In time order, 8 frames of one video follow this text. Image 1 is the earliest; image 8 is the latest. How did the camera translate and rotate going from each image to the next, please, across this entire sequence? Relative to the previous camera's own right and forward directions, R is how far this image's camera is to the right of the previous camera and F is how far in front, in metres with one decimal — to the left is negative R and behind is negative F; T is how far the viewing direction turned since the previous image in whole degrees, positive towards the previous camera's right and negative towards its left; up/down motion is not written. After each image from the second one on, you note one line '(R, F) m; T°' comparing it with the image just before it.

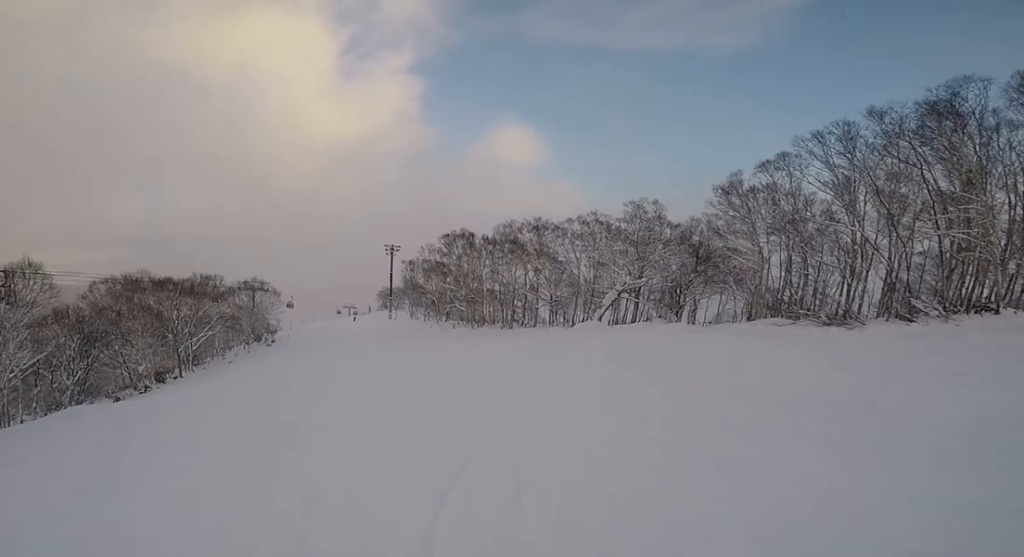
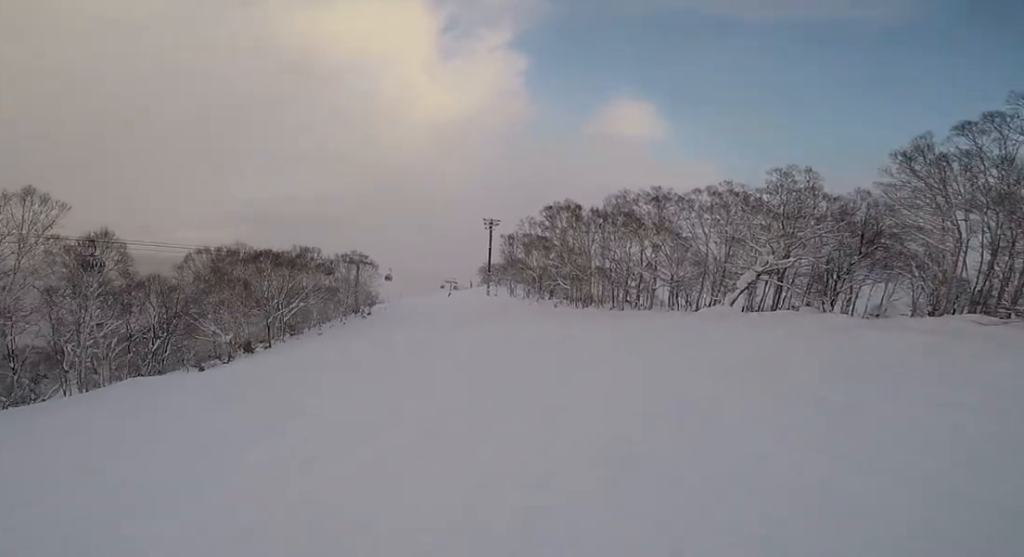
(-0.5, +3.3) m; -11°
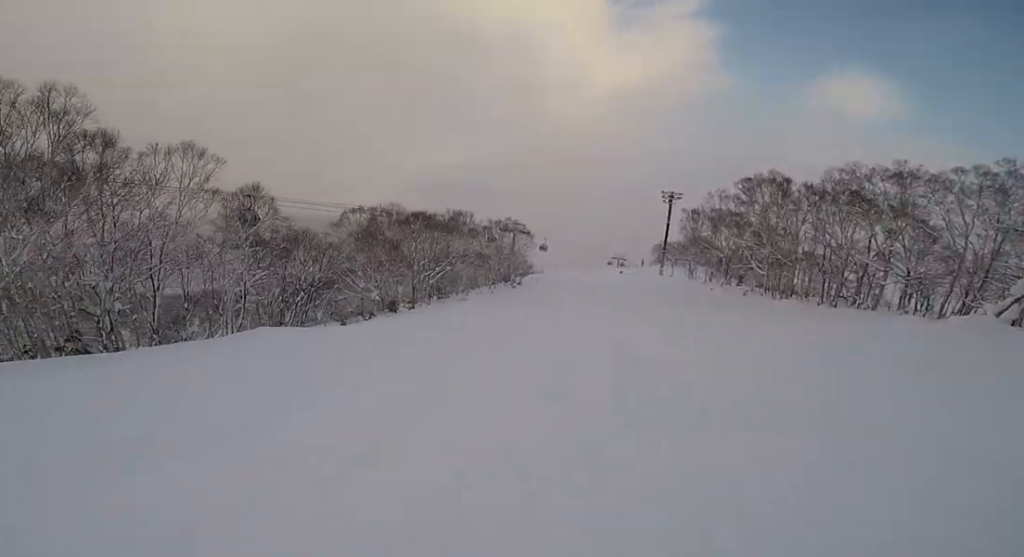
(-0.2, +2.6) m; -9°
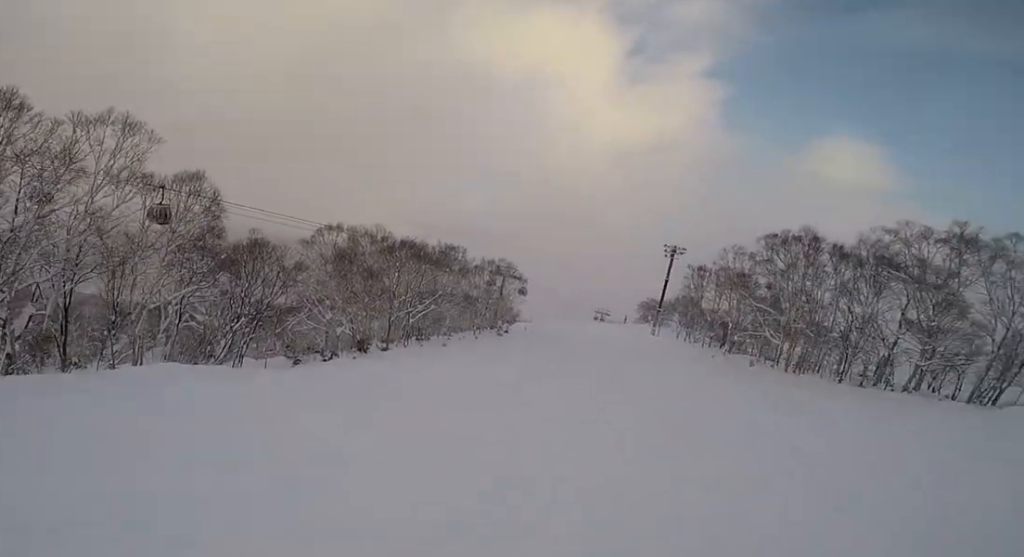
(-0.3, +6.5) m; +2°
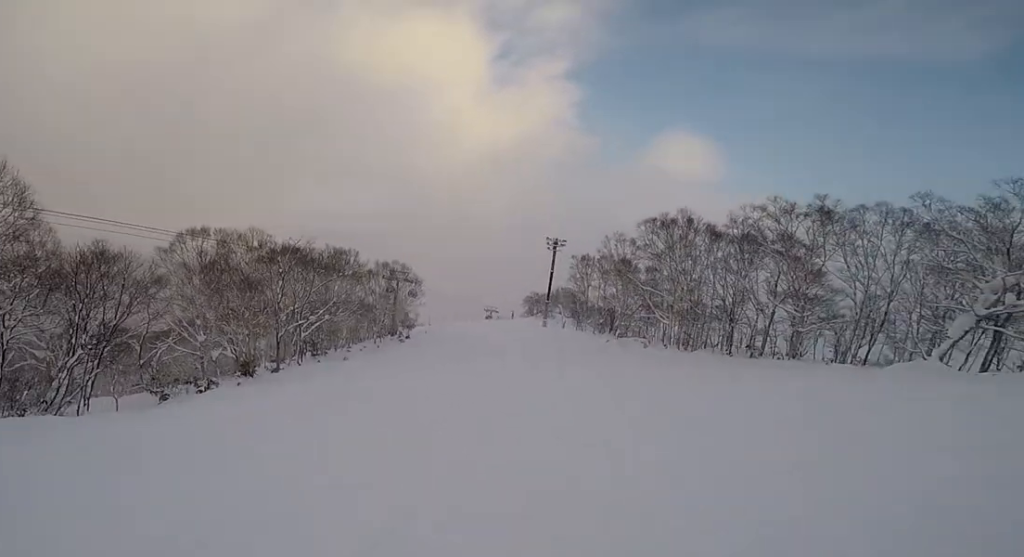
(0.0, +3.2) m; +7°
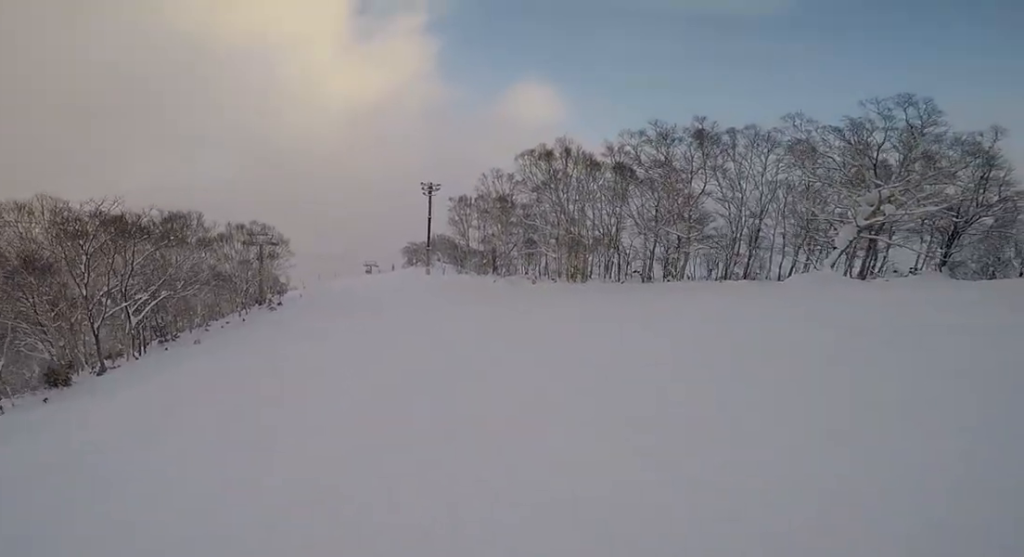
(+0.7, +5.0) m; +1°
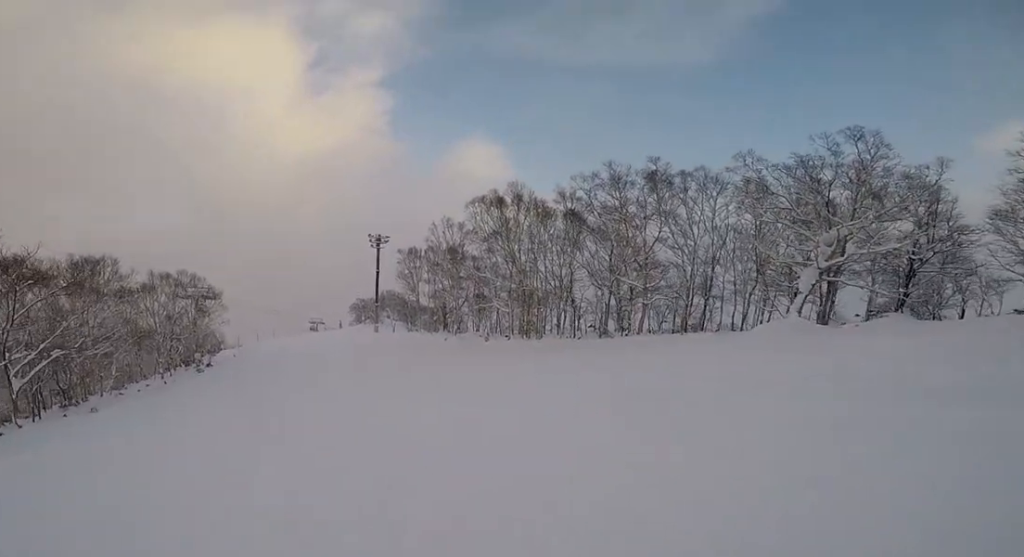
(0.0, +3.3) m; -4°
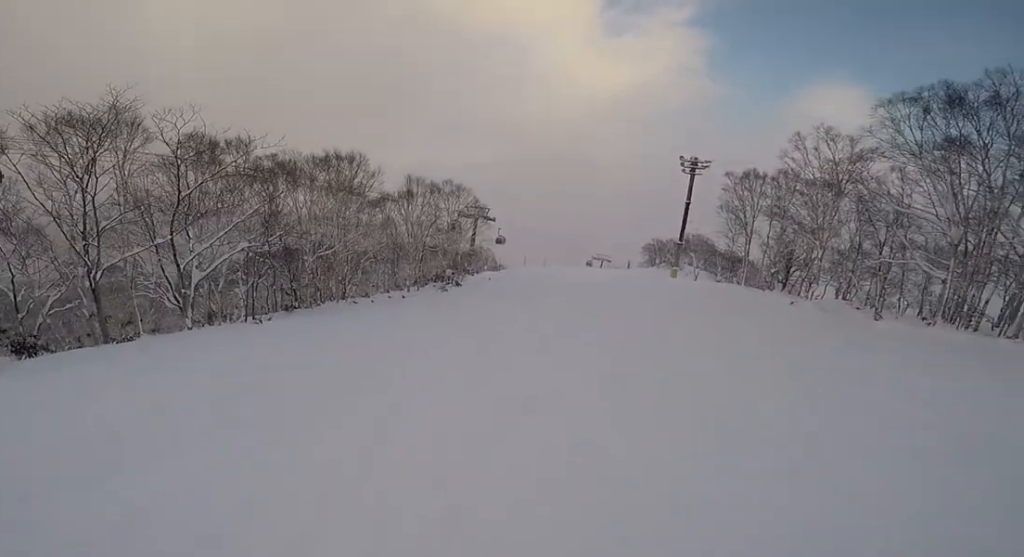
(-1.8, +11.2) m; -10°
